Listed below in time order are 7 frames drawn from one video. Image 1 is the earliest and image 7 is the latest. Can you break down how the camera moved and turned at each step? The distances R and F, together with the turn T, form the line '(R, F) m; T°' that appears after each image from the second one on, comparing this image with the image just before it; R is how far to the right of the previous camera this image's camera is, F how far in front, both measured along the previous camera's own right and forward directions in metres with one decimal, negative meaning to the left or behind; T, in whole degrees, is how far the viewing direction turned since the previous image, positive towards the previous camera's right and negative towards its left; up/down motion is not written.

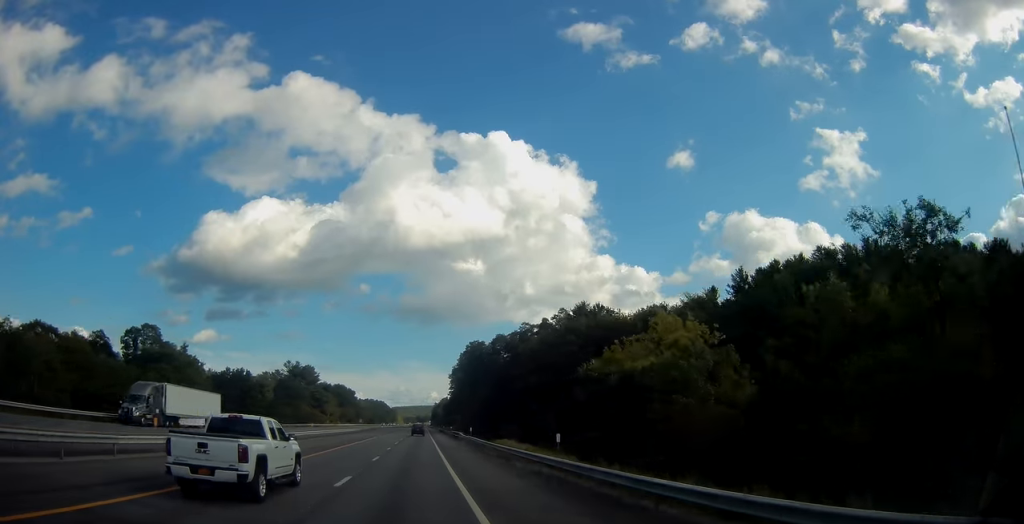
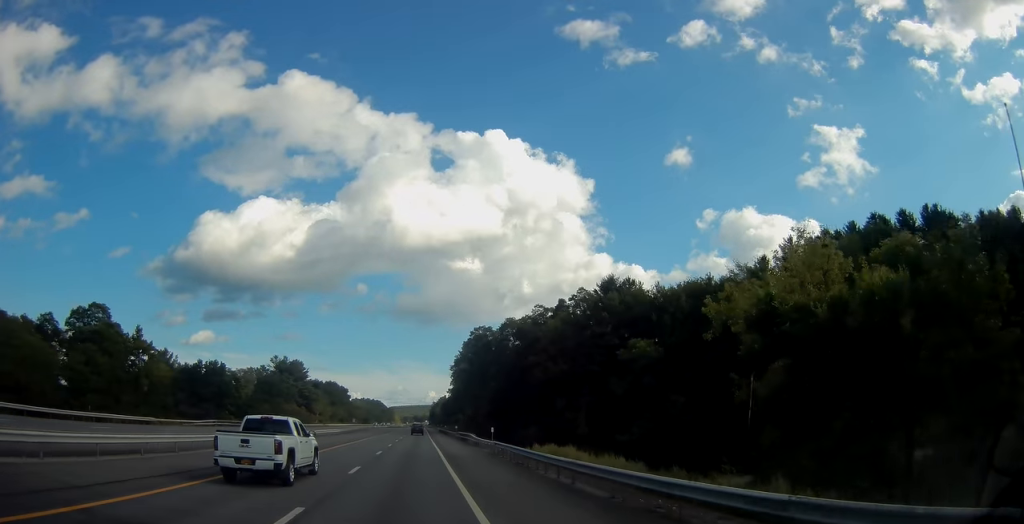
(0.0, +20.1) m; 0°
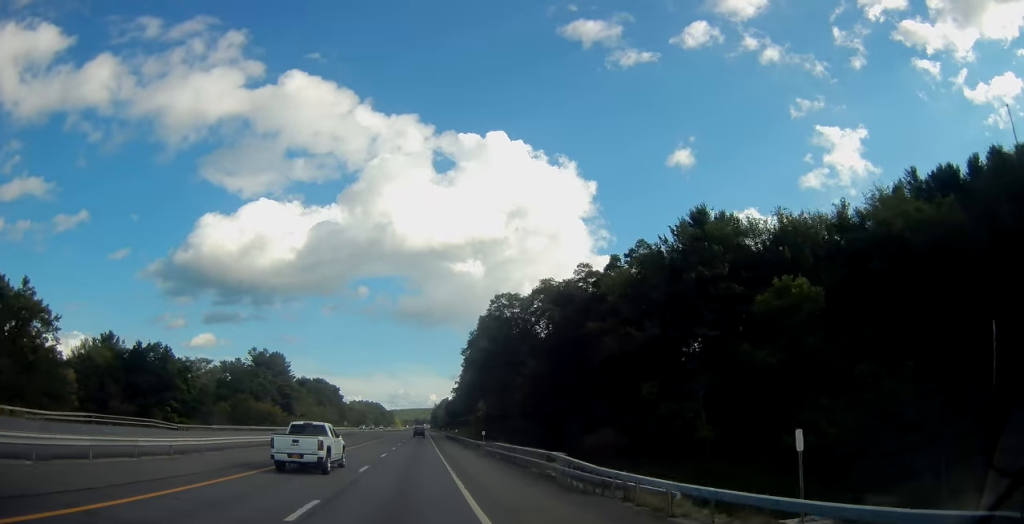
(-0.2, +34.6) m; +1°
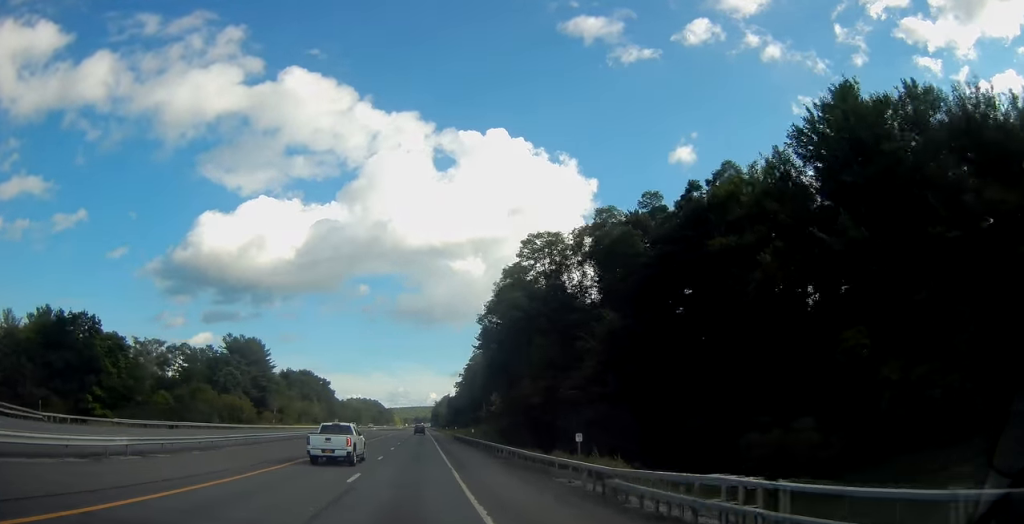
(+0.4, +29.1) m; +1°
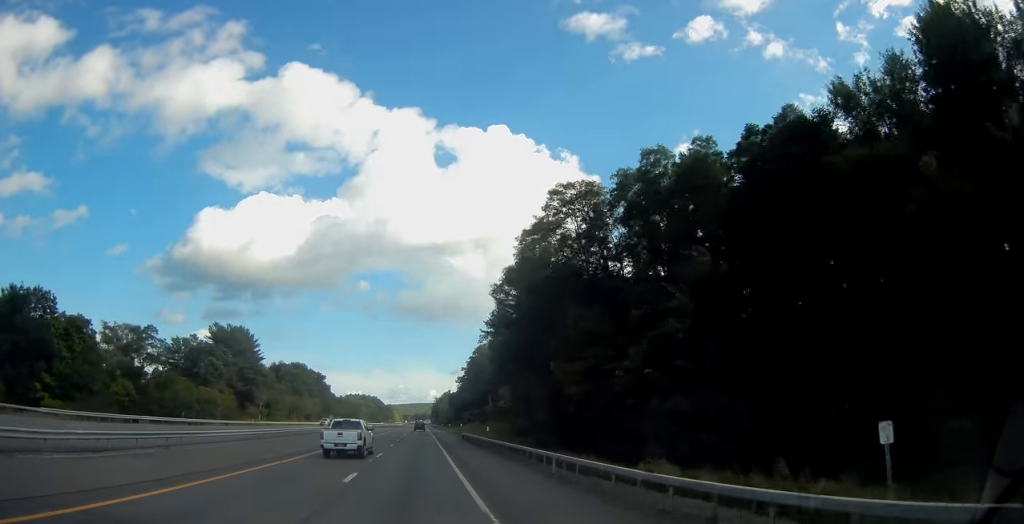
(0.0, +13.7) m; 0°
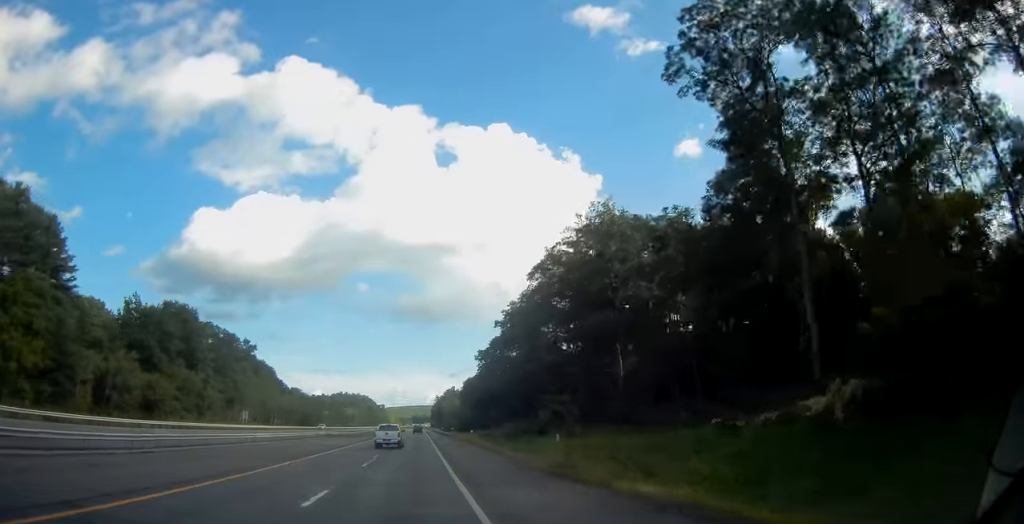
(-0.2, +103.2) m; 0°
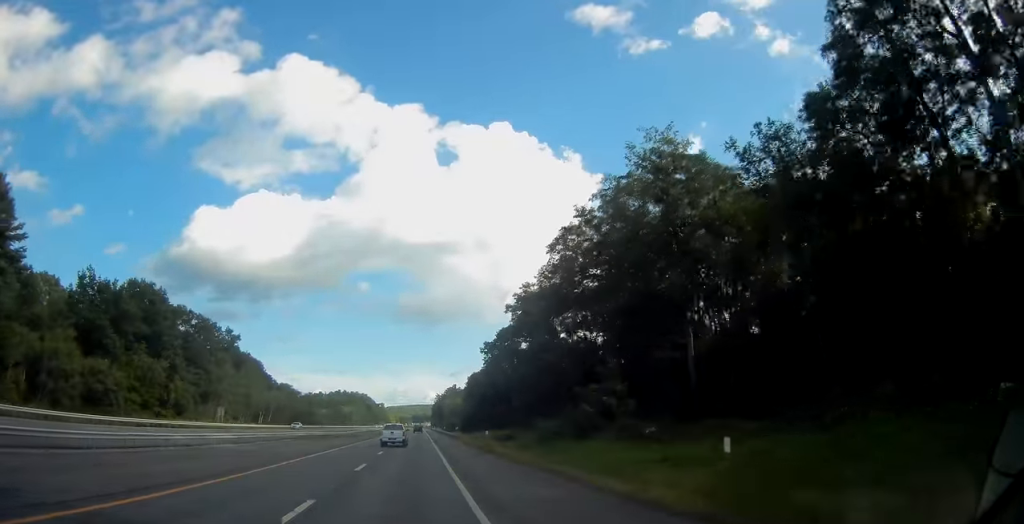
(0.0, +14.4) m; 0°
